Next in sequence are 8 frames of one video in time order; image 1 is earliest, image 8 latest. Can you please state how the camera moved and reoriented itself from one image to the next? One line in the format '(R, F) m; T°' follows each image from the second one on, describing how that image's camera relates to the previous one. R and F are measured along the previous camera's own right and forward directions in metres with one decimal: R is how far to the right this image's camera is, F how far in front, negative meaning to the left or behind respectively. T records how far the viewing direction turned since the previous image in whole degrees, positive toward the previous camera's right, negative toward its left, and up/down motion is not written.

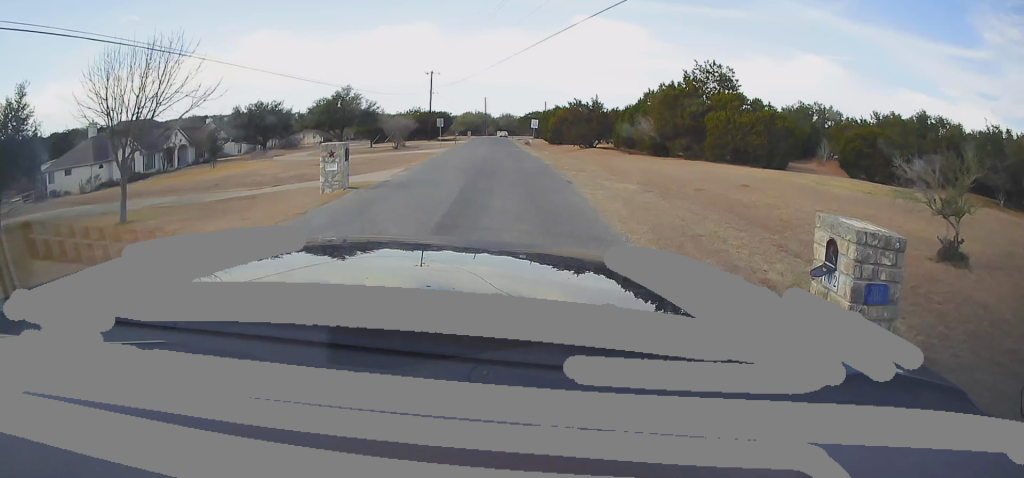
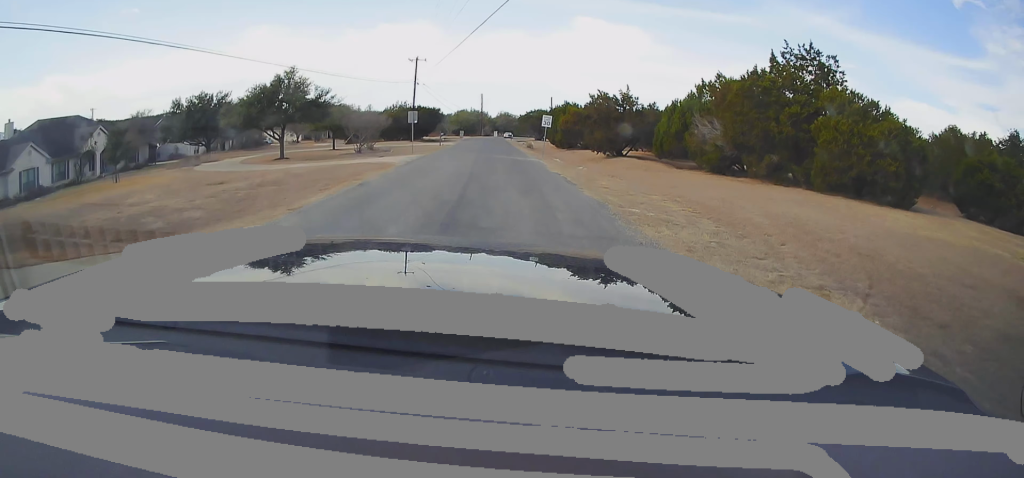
(-0.2, +14.8) m; 0°
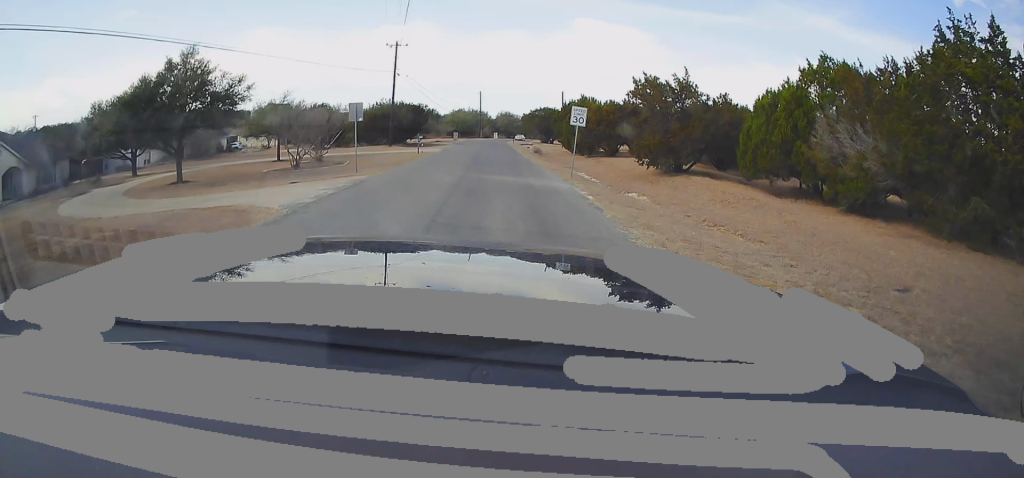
(+0.3, +14.7) m; 0°
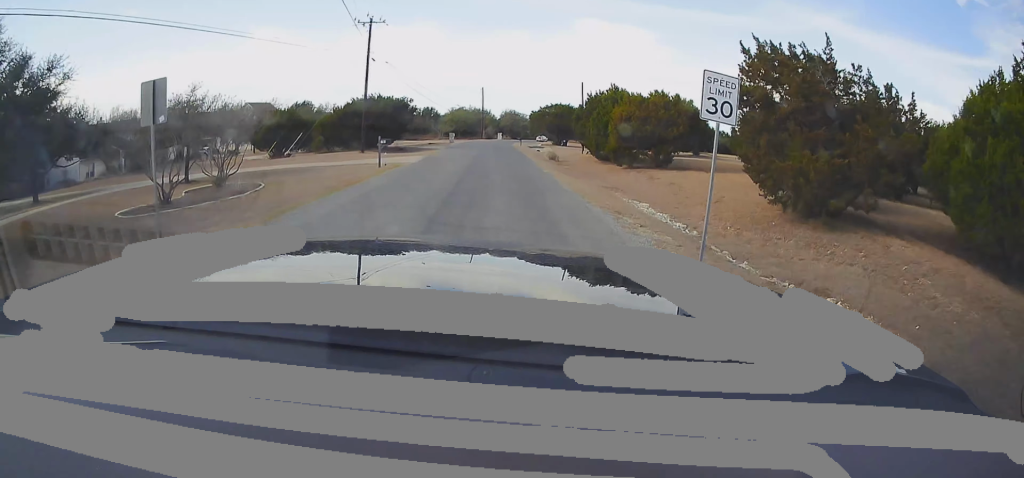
(-0.5, +14.0) m; 0°
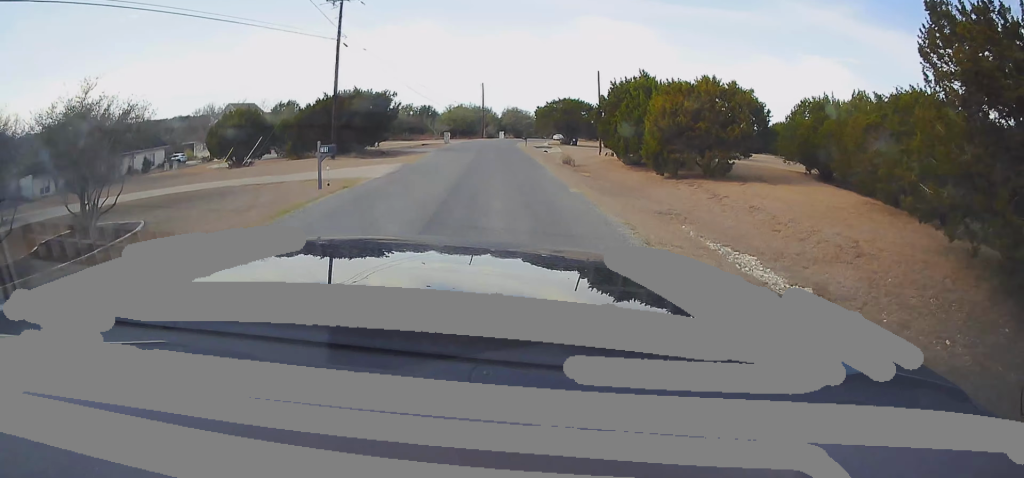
(+0.3, +9.0) m; 0°
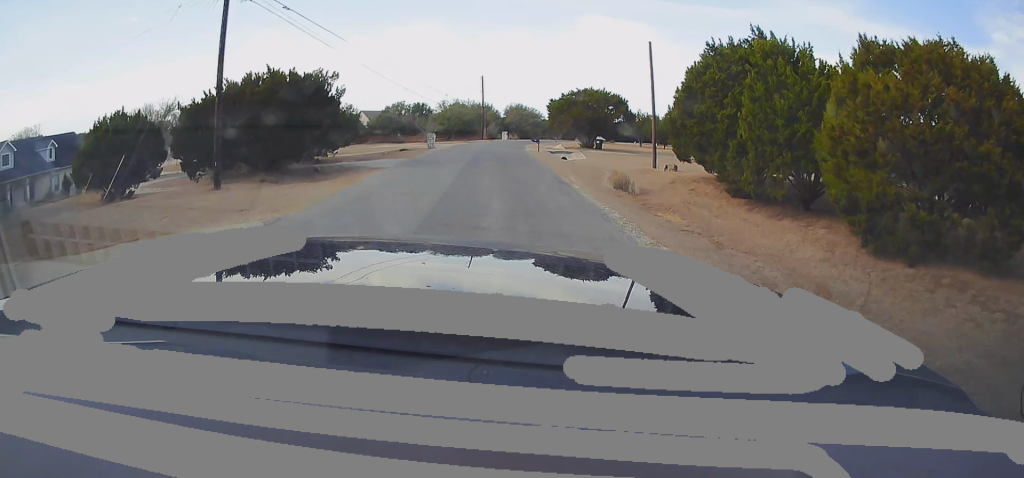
(-0.1, +16.6) m; -1°
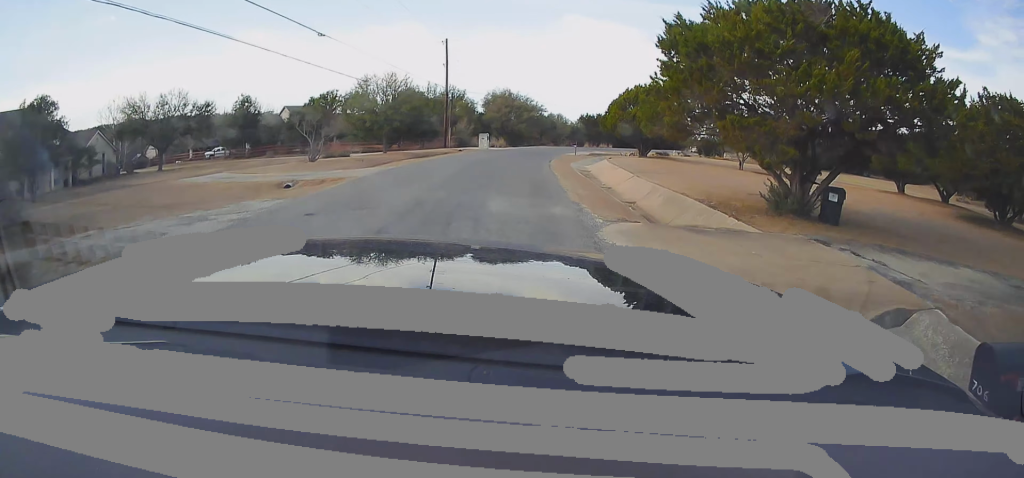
(+0.7, +44.1) m; +4°
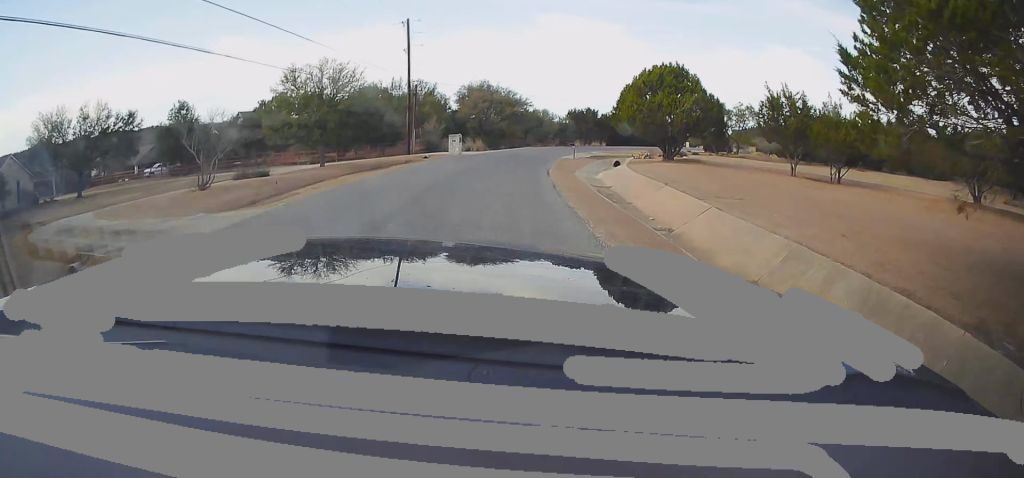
(0.0, +12.0) m; +2°
